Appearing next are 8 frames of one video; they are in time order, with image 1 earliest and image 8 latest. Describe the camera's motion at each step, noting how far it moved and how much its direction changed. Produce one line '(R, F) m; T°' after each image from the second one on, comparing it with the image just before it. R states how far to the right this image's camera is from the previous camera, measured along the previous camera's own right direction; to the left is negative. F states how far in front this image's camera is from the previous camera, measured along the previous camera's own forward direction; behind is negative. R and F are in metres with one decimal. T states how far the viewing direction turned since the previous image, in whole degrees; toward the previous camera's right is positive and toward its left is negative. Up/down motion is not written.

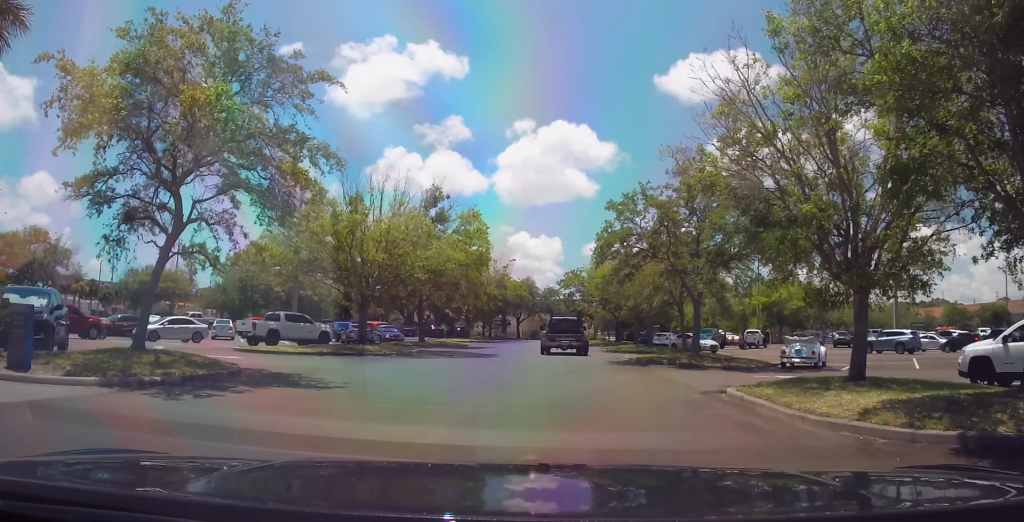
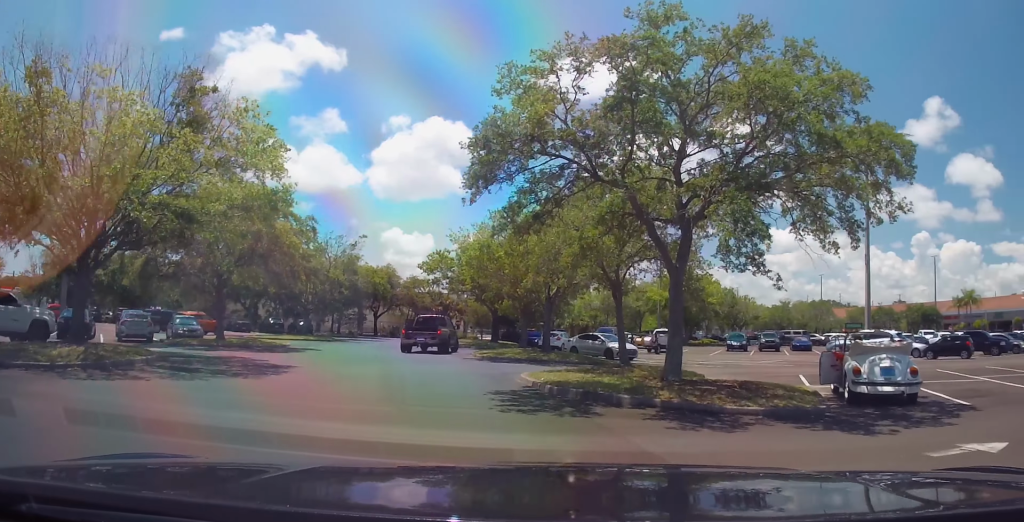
(+1.2, +13.5) m; +18°
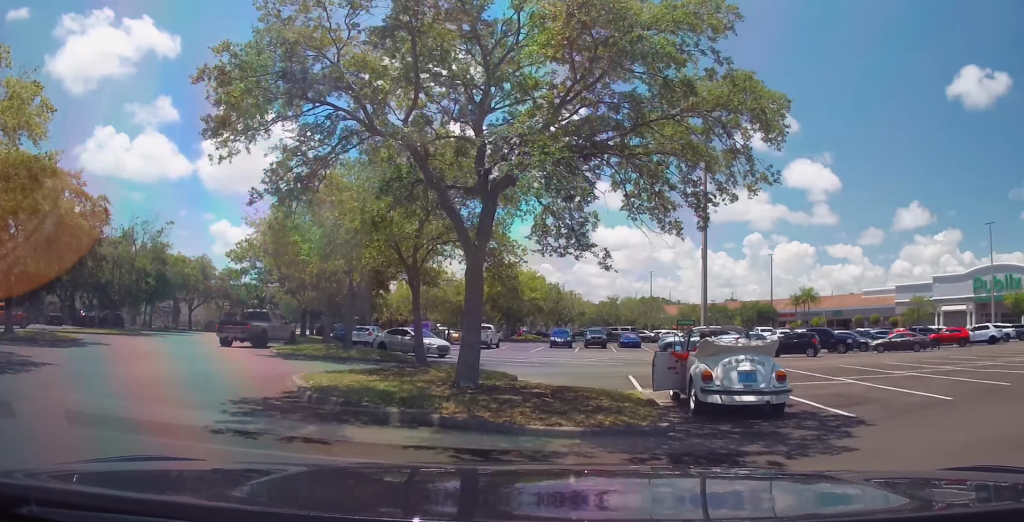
(+0.2, +3.3) m; +12°
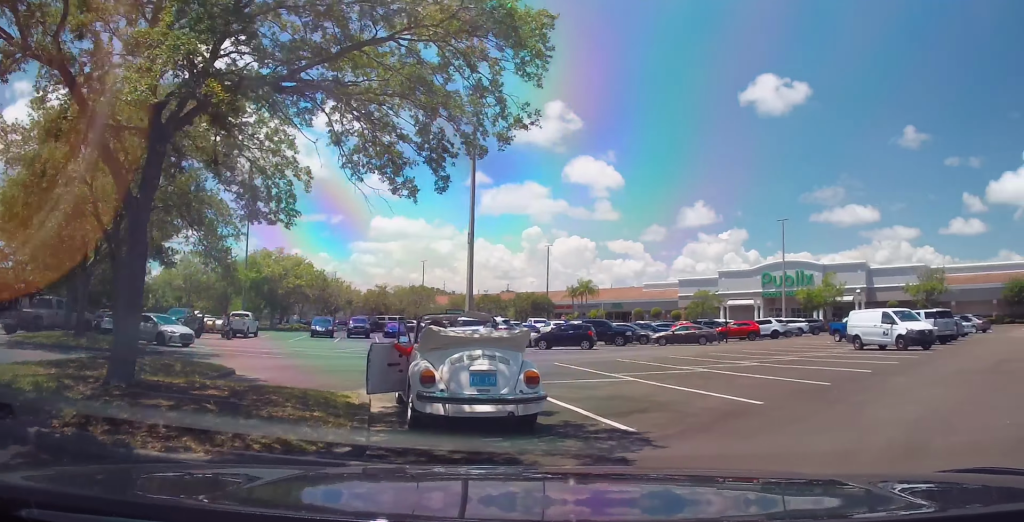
(+0.5, +2.9) m; +16°
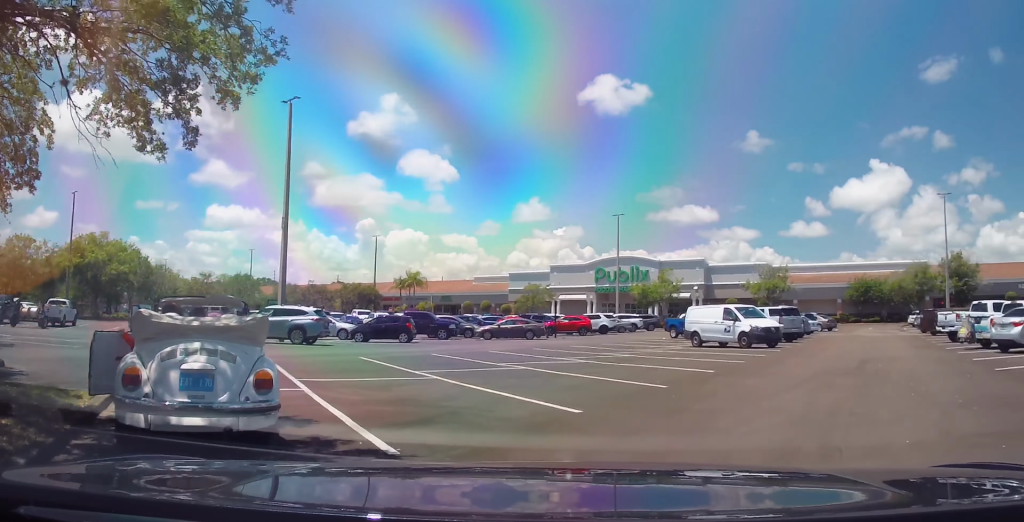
(+0.3, +2.0) m; +11°
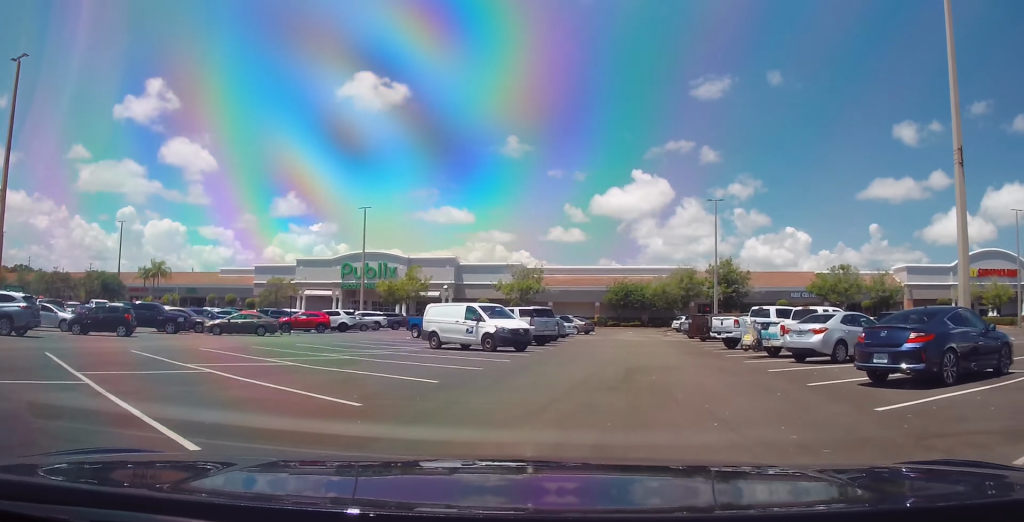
(+0.4, +3.1) m; +14°
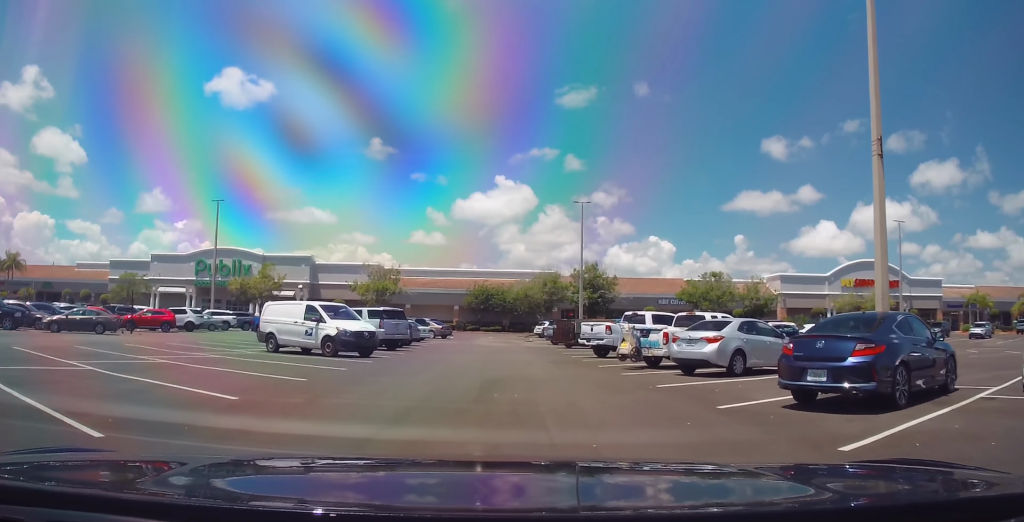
(+0.2, +2.6) m; +9°
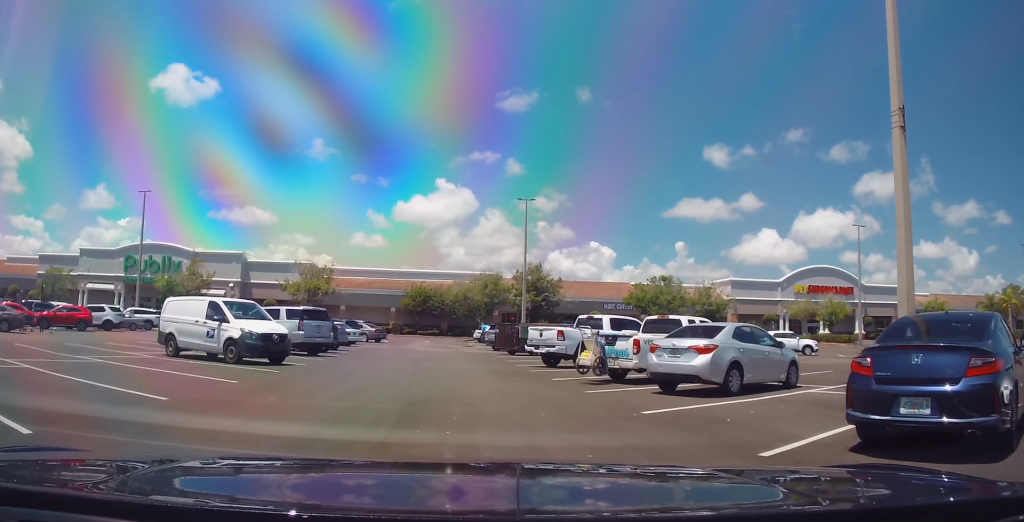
(+0.3, +3.3) m; +5°
